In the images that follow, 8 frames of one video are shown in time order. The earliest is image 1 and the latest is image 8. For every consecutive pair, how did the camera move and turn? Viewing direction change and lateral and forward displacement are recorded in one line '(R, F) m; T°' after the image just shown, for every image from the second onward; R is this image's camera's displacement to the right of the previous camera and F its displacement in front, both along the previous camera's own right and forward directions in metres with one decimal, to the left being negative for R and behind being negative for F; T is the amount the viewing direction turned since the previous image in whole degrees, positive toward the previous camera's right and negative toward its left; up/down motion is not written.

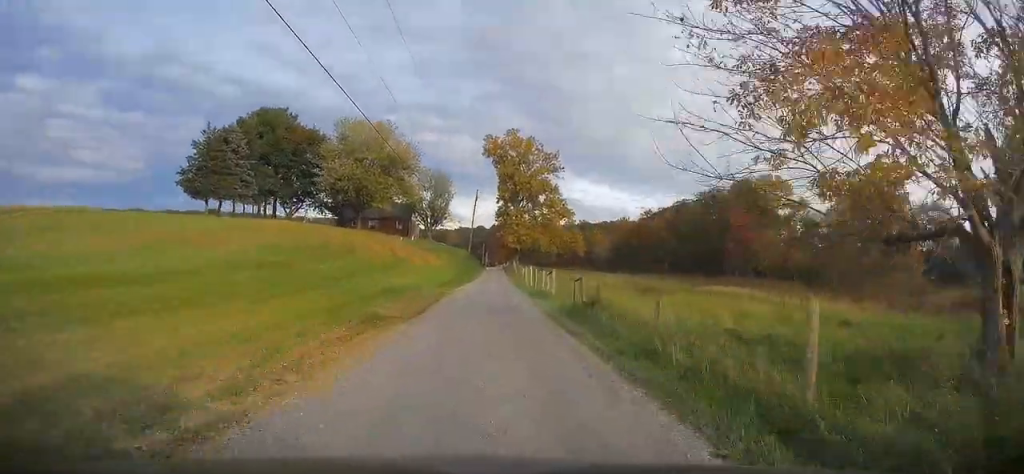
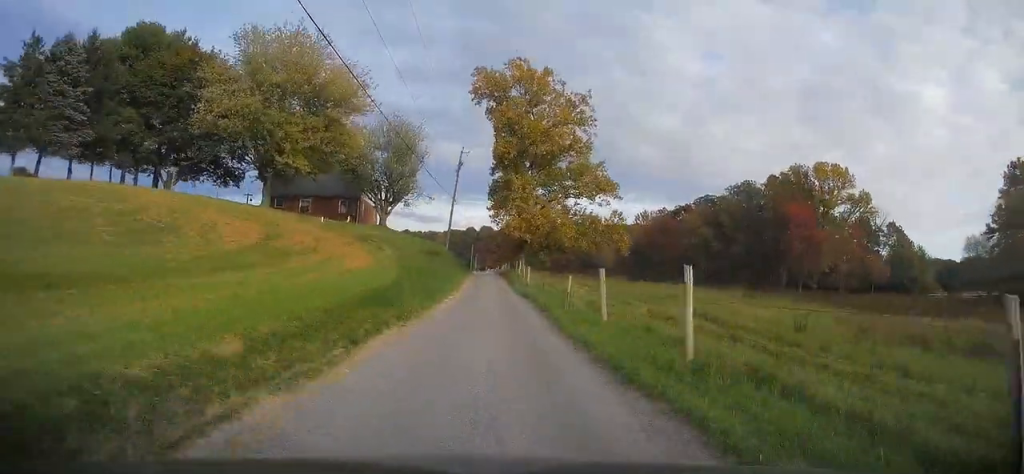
(+0.3, +33.5) m; +1°
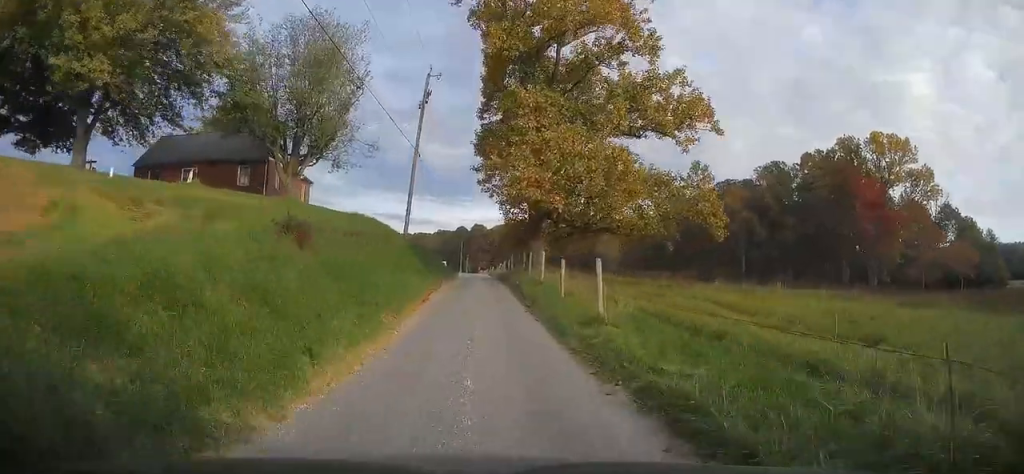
(+0.1, +26.8) m; 0°
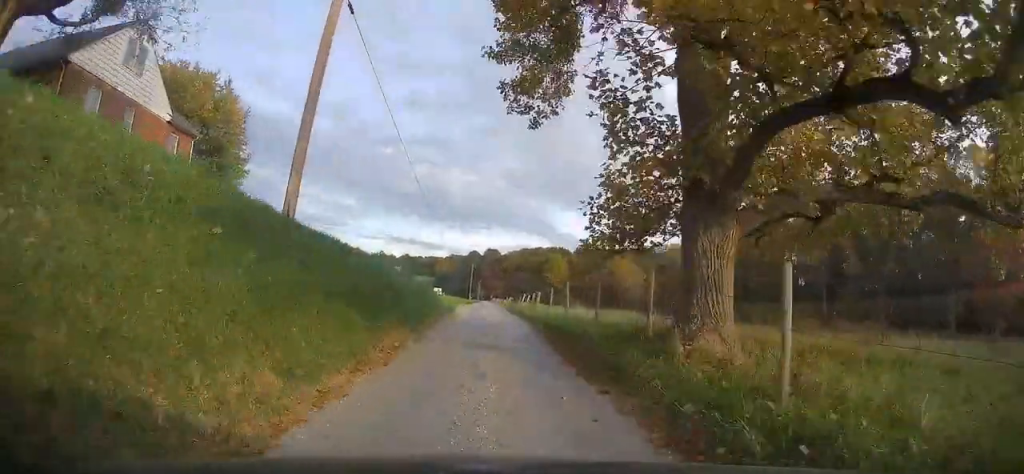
(-0.2, +25.0) m; 0°
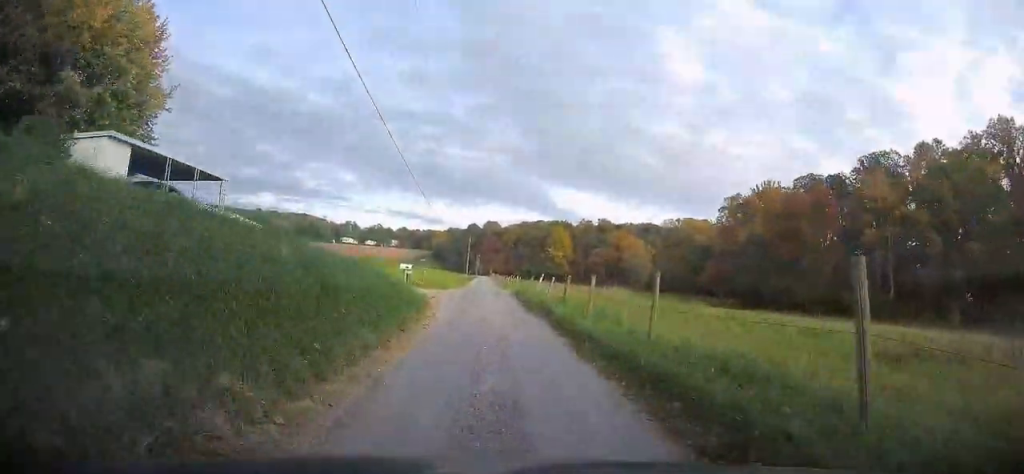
(-0.2, +17.5) m; 0°
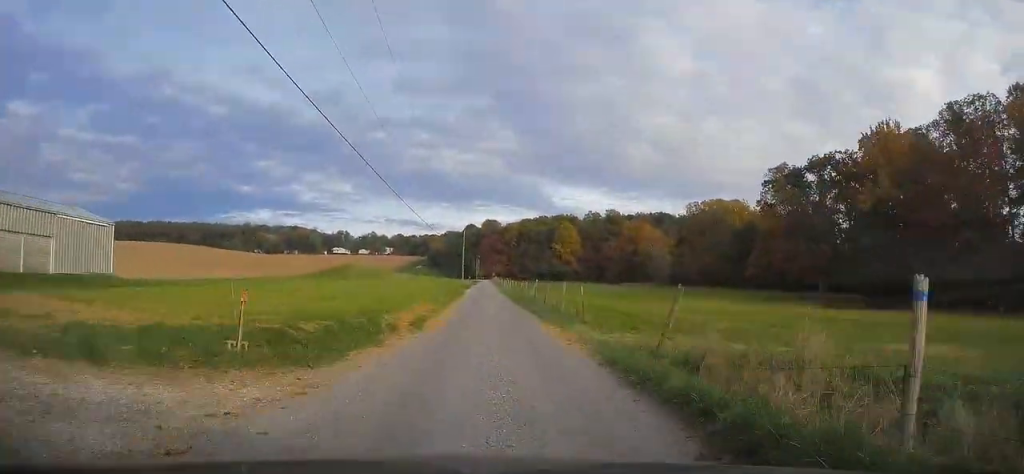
(+0.3, +30.2) m; +1°
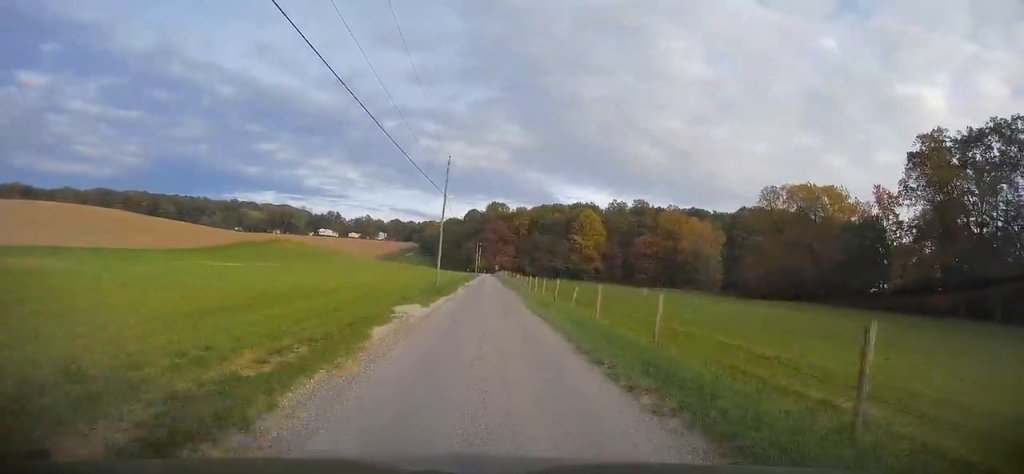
(-0.3, +50.0) m; -1°
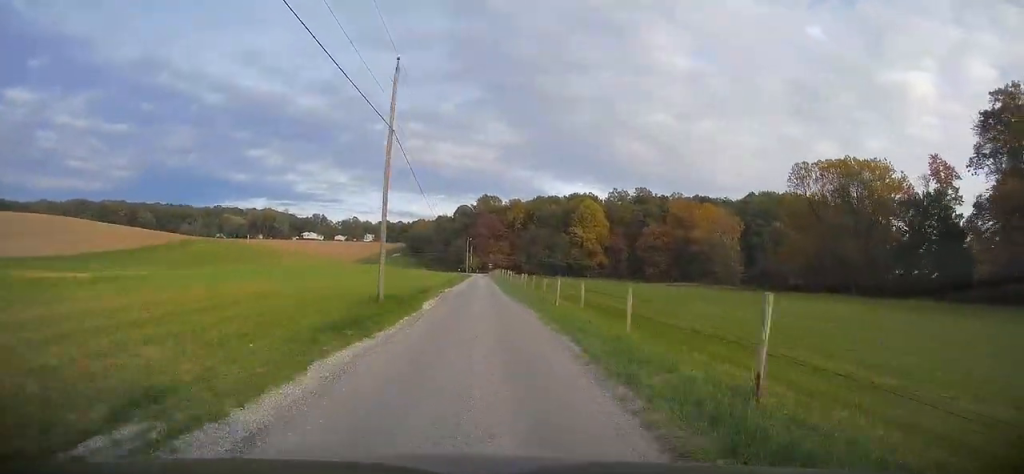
(-0.1, +20.7) m; 0°
